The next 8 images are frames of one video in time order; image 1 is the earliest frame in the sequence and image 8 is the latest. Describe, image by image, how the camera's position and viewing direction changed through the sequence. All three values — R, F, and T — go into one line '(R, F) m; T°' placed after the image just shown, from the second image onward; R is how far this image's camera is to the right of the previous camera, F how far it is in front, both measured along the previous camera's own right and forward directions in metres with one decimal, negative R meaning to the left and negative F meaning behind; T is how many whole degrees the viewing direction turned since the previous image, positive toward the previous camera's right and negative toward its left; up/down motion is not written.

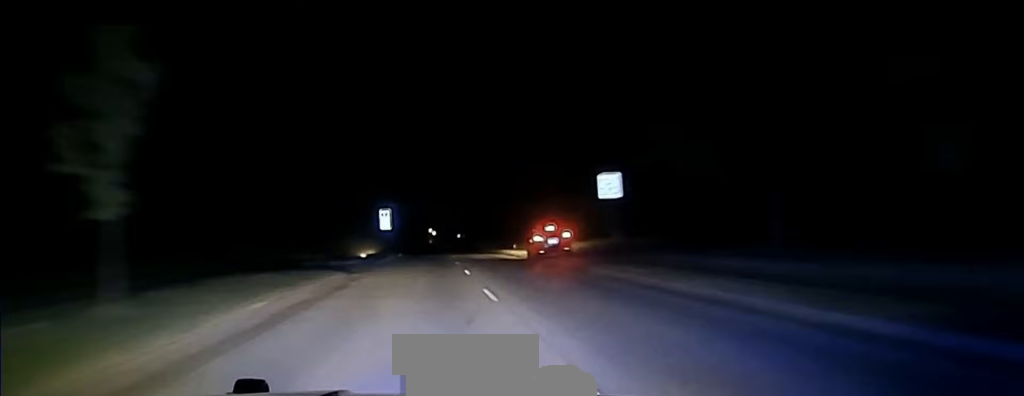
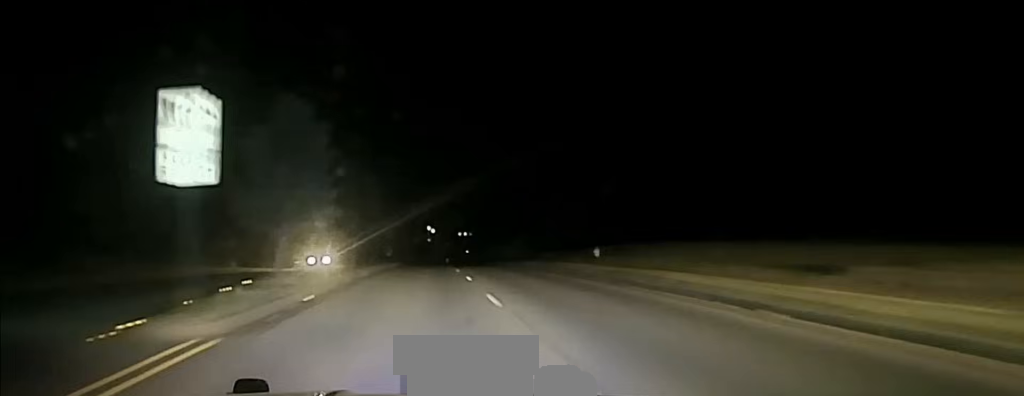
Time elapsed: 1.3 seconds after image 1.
(-0.1, +50.0) m; -1°
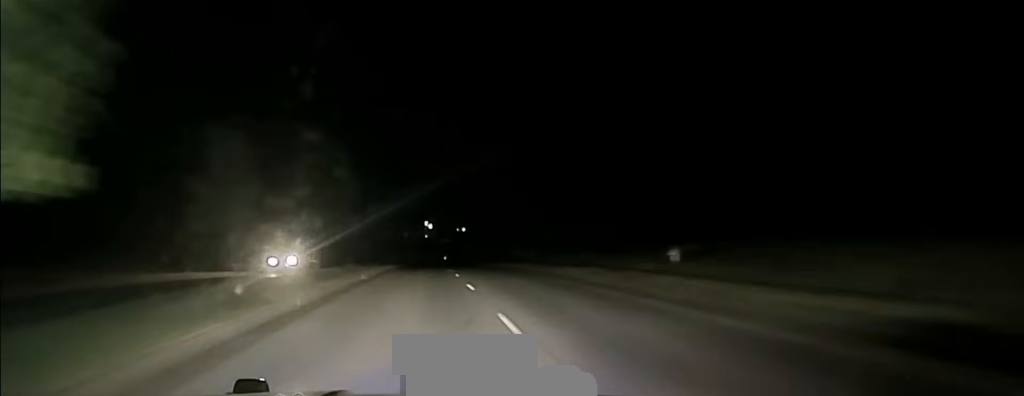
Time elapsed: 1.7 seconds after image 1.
(-0.2, +15.6) m; 0°
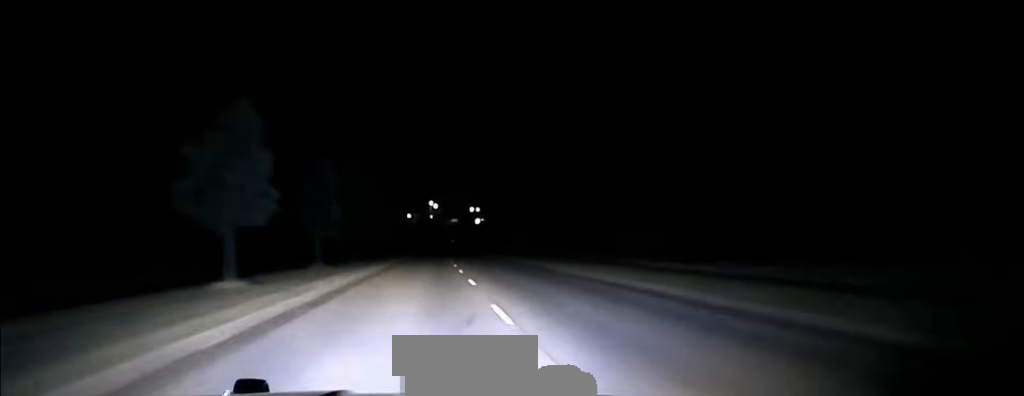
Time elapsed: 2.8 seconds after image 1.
(0.0, +42.9) m; 0°
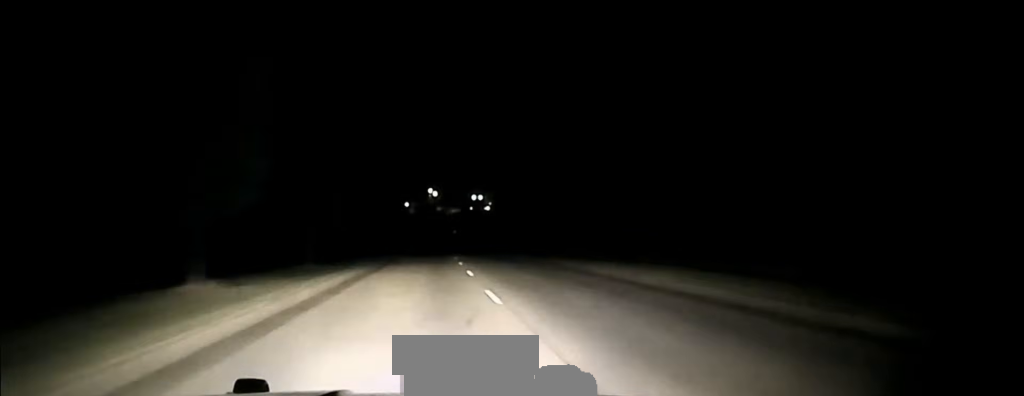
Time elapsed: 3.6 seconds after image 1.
(+0.1, +30.0) m; 0°
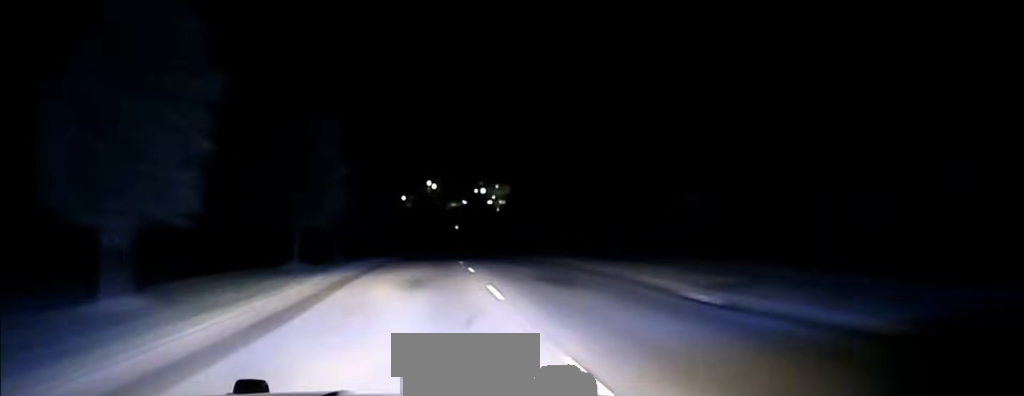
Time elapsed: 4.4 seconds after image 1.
(0.0, +32.3) m; 0°
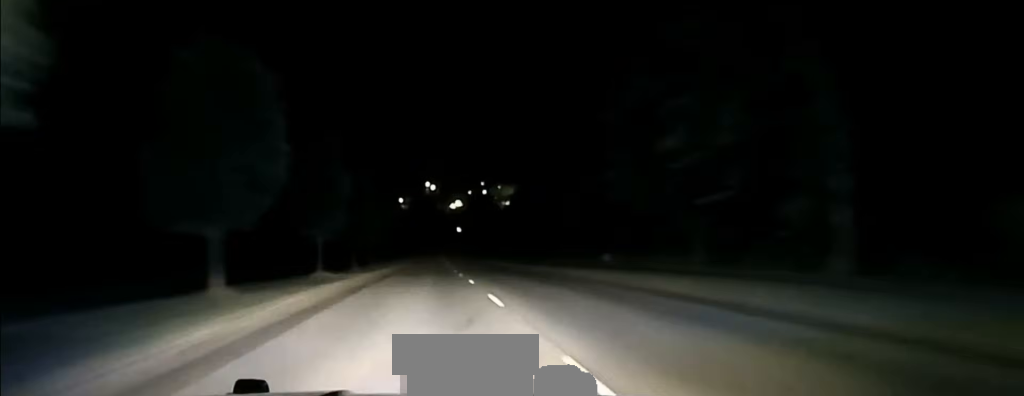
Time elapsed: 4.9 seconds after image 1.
(0.0, +27.2) m; 0°
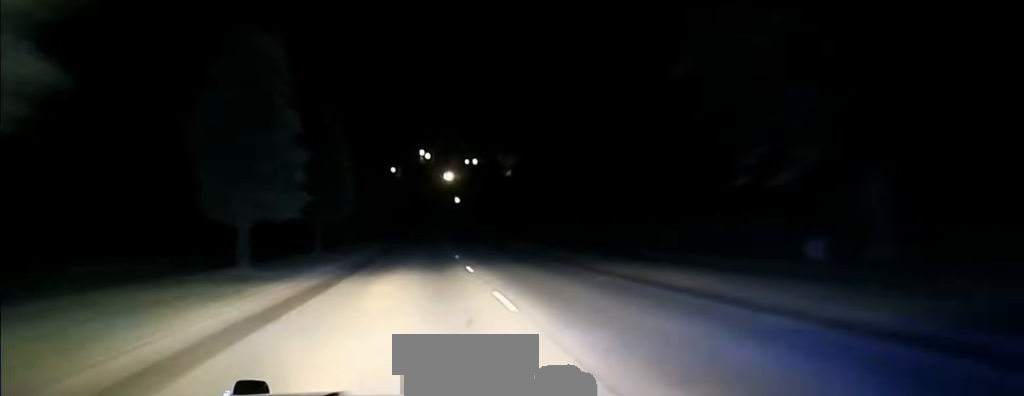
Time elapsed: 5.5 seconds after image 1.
(0.0, +29.0) m; 0°
